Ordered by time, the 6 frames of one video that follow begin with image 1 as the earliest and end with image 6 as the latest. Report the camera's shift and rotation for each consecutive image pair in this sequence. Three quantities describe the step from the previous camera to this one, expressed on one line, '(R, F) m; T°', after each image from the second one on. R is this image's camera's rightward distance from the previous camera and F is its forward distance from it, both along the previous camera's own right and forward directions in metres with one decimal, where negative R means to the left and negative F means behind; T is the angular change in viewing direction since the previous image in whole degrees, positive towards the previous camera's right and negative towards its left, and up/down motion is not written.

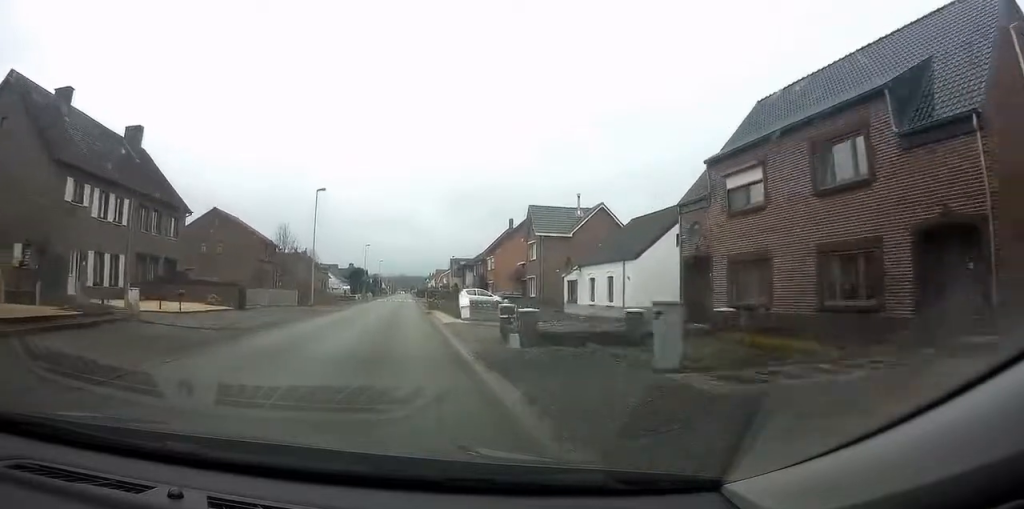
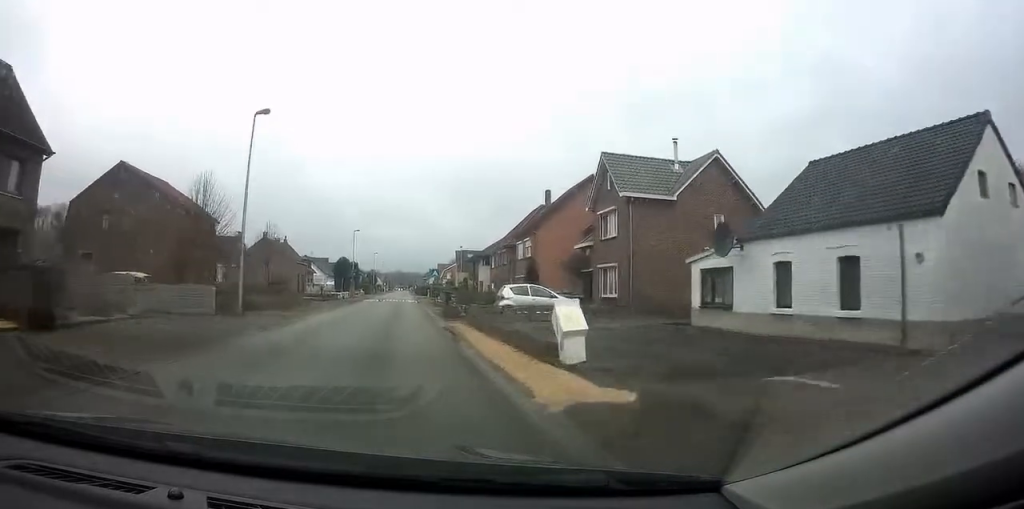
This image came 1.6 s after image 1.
(-0.1, +18.1) m; 0°
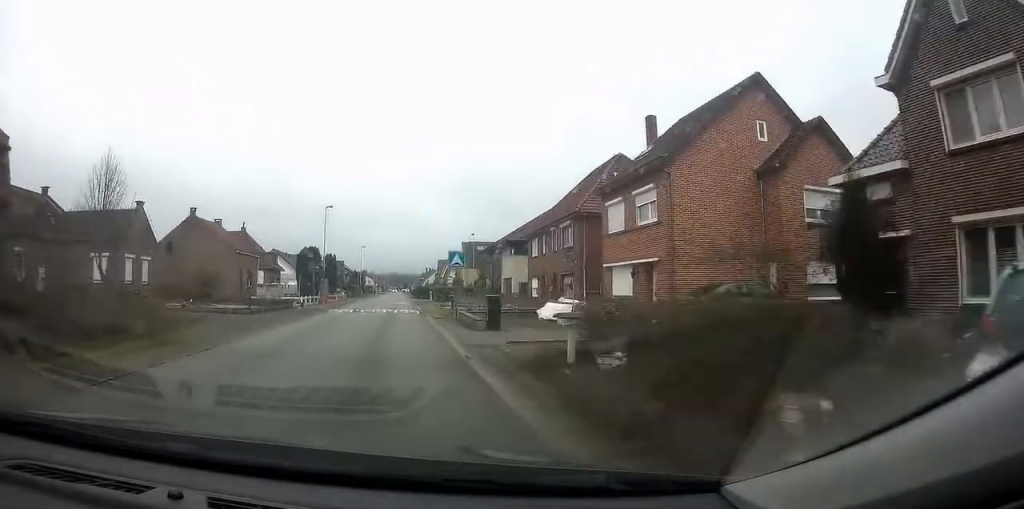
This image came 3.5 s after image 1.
(+0.4, +22.1) m; +2°
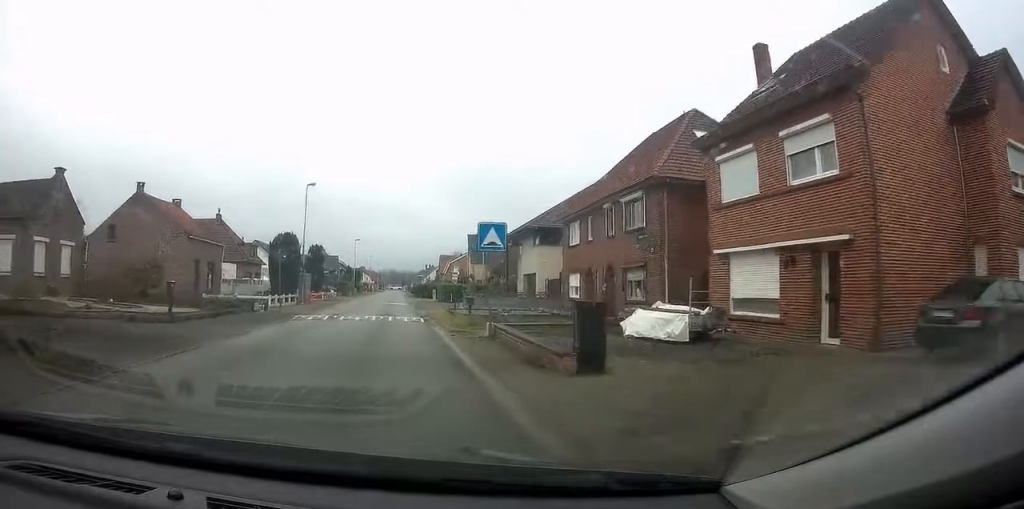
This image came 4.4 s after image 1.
(+0.1, +10.1) m; -1°
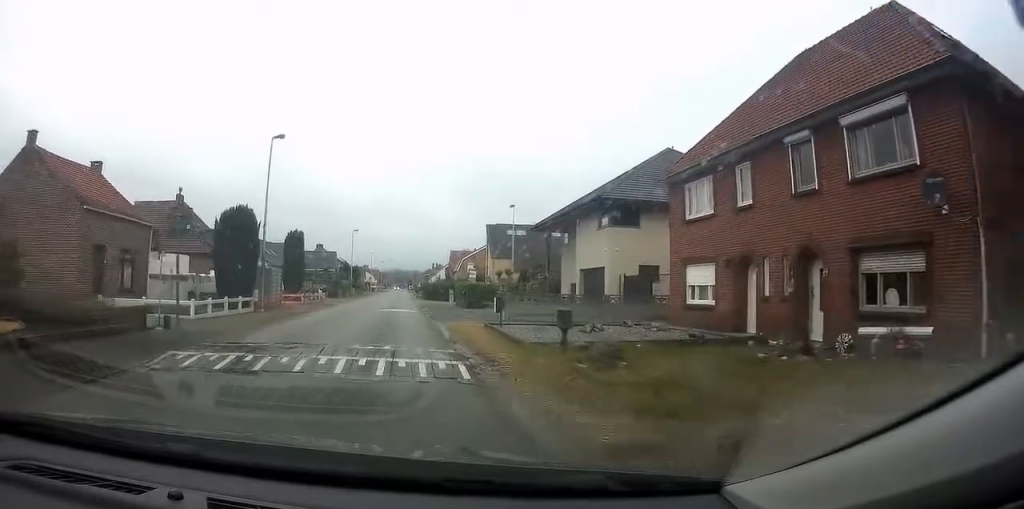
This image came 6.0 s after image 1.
(-0.3, +14.7) m; 0°
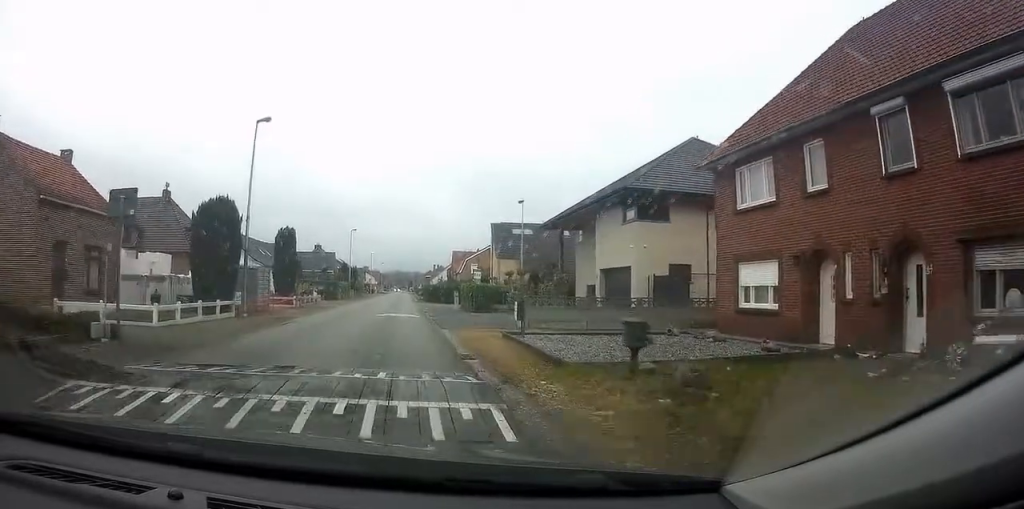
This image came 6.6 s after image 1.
(0.0, +4.0) m; 0°
